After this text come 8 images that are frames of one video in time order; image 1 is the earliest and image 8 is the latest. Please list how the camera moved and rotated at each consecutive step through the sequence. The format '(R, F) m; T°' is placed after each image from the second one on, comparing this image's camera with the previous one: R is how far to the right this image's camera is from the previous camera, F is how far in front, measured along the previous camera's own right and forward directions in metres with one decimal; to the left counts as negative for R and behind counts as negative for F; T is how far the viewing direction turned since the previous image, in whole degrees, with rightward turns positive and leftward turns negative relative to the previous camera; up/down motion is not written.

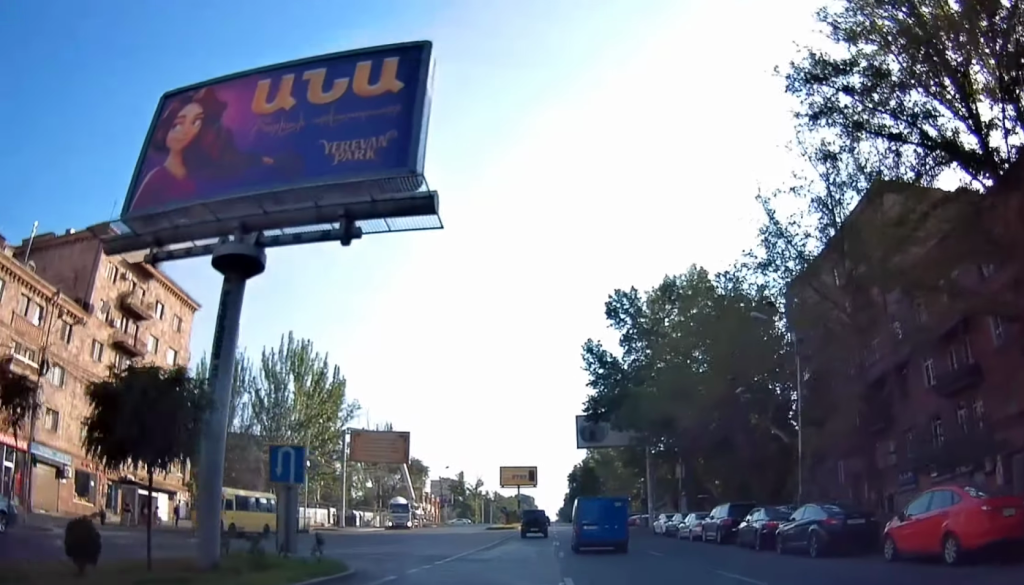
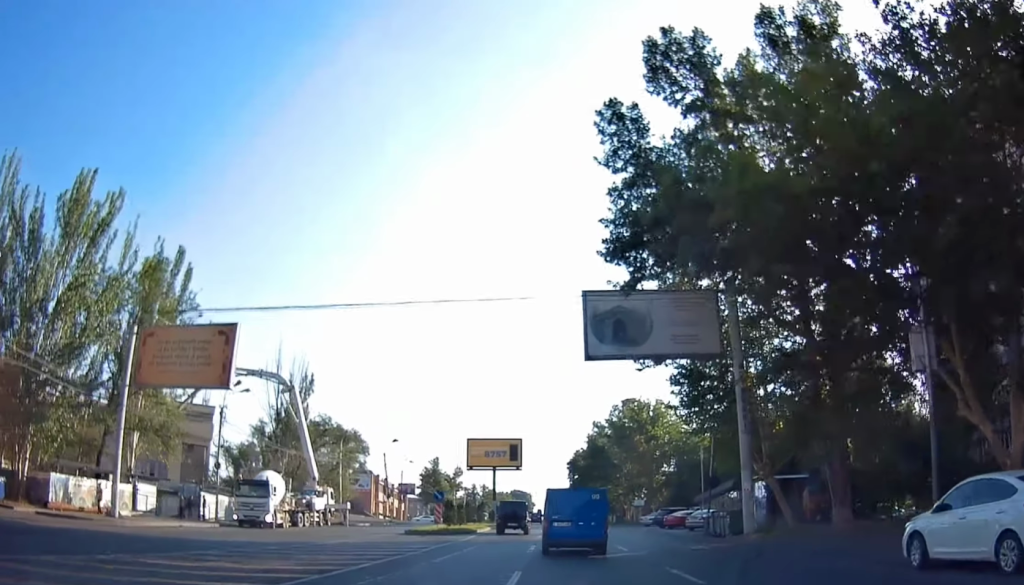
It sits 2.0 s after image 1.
(-0.6, +37.3) m; -2°
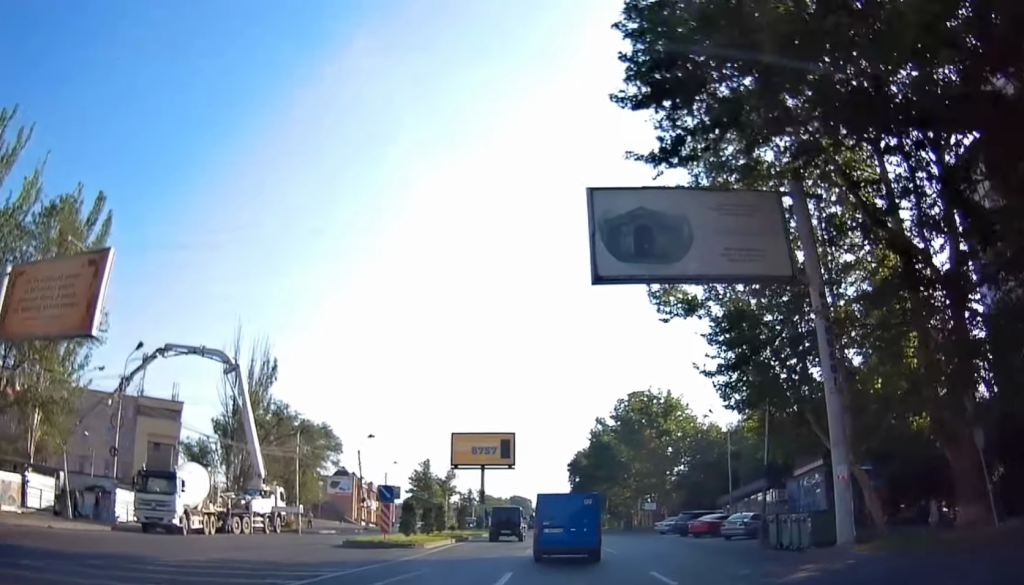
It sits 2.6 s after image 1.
(0.0, +10.9) m; 0°
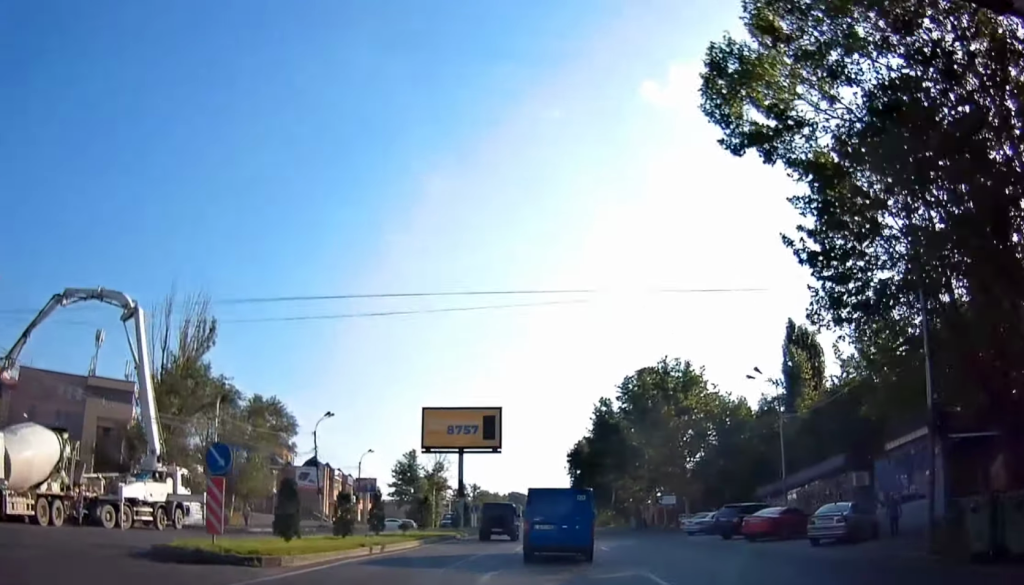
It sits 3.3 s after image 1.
(0.0, +13.0) m; -1°
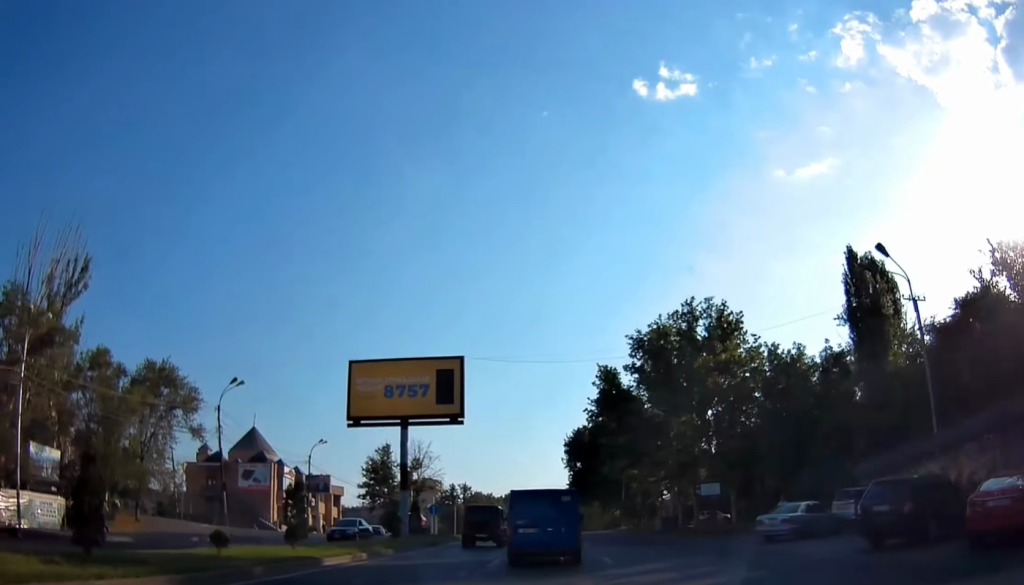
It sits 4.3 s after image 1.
(-0.1, +17.3) m; -2°
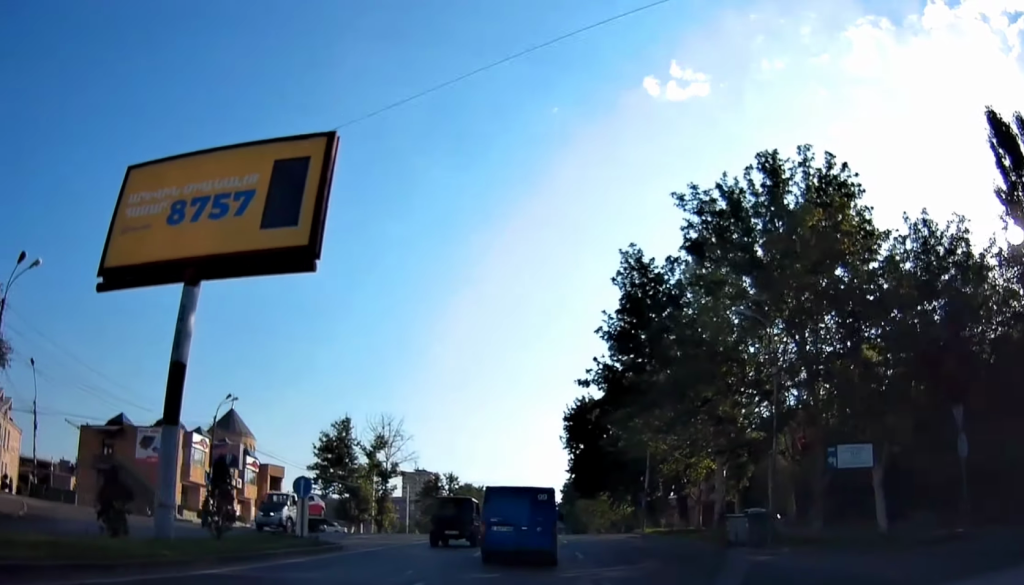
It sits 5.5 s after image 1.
(-0.5, +21.2) m; +1°
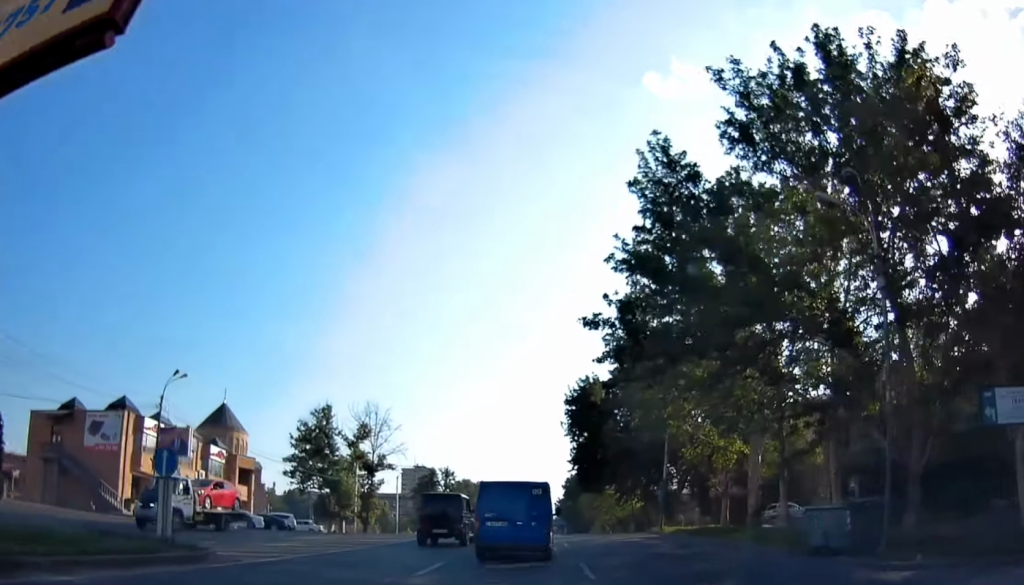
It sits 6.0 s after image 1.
(-0.1, +8.2) m; +1°
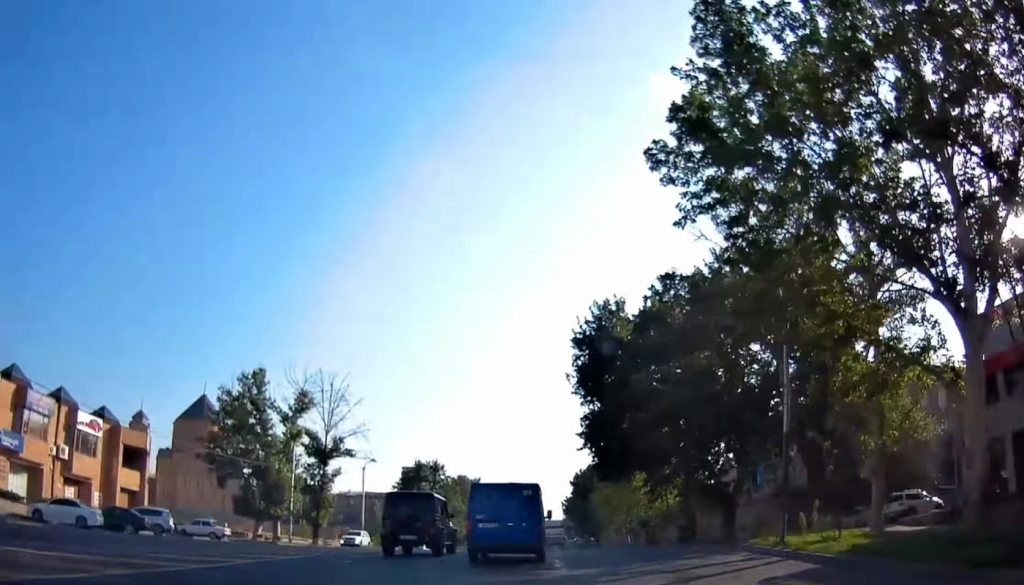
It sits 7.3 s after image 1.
(+0.7, +21.5) m; 0°
